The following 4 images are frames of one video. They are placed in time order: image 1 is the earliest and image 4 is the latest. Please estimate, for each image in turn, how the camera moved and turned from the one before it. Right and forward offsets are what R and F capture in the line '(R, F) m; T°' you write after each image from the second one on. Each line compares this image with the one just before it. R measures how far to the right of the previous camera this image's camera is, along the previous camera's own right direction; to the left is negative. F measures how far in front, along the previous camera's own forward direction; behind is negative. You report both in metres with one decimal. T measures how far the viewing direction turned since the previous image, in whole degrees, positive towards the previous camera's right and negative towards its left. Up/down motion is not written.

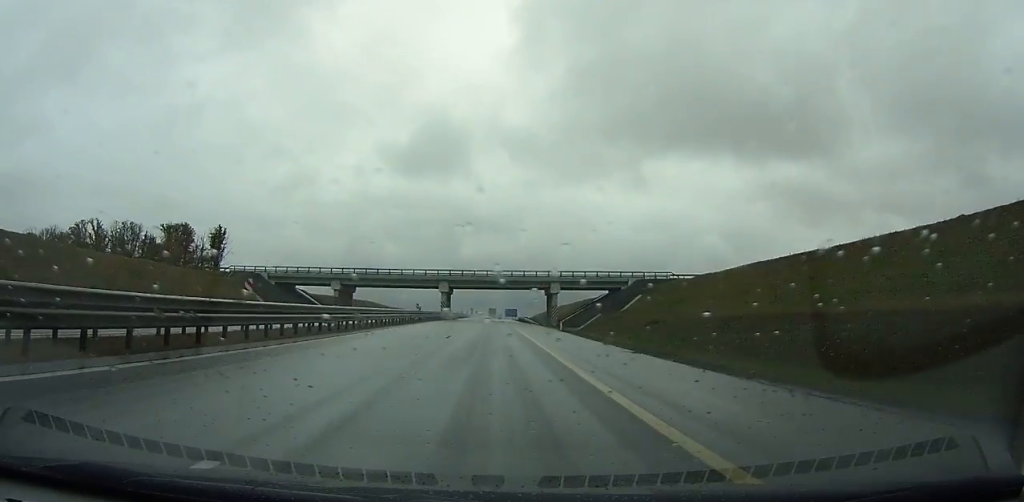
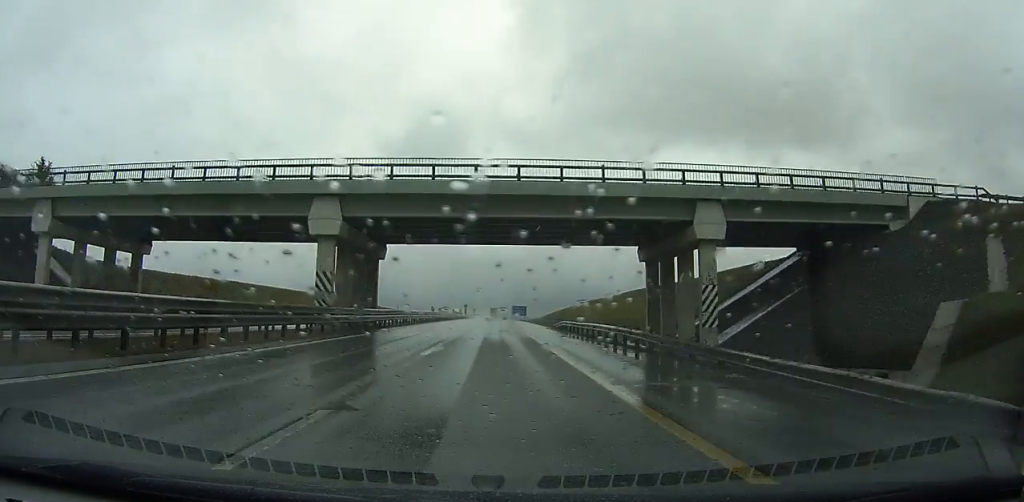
(+0.1, +68.0) m; 0°
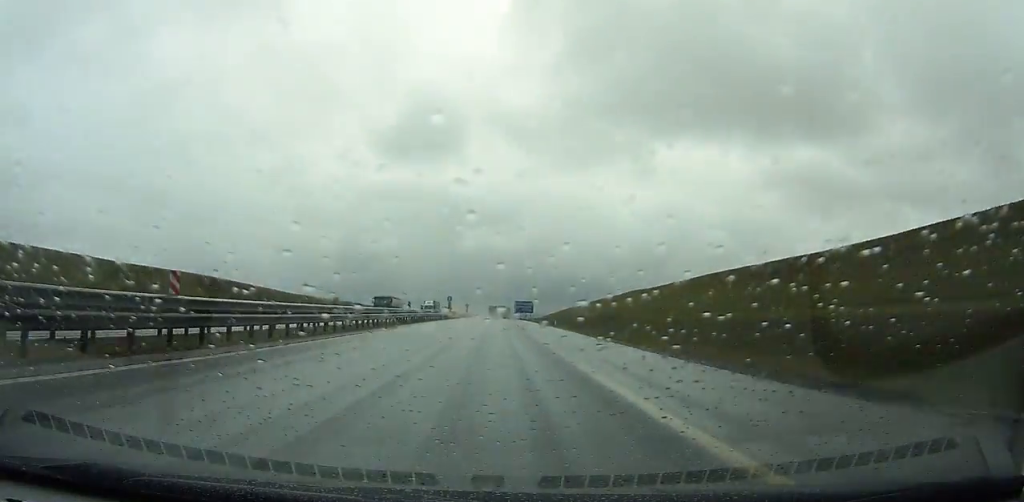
(+0.1, +51.2) m; 0°
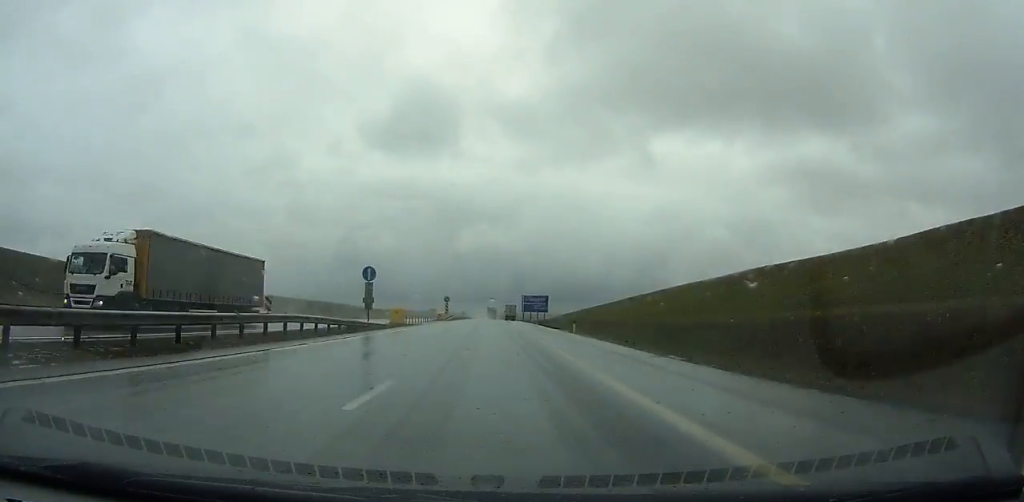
(-0.1, +63.0) m; 0°
